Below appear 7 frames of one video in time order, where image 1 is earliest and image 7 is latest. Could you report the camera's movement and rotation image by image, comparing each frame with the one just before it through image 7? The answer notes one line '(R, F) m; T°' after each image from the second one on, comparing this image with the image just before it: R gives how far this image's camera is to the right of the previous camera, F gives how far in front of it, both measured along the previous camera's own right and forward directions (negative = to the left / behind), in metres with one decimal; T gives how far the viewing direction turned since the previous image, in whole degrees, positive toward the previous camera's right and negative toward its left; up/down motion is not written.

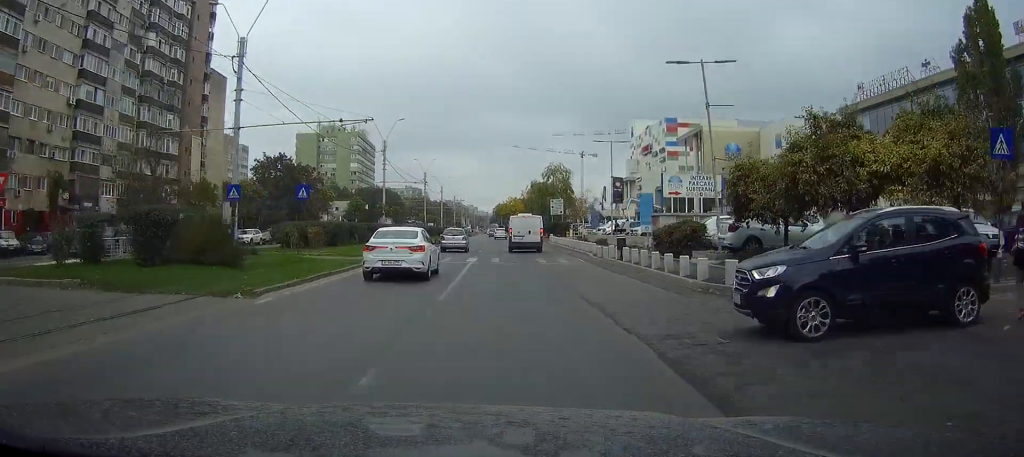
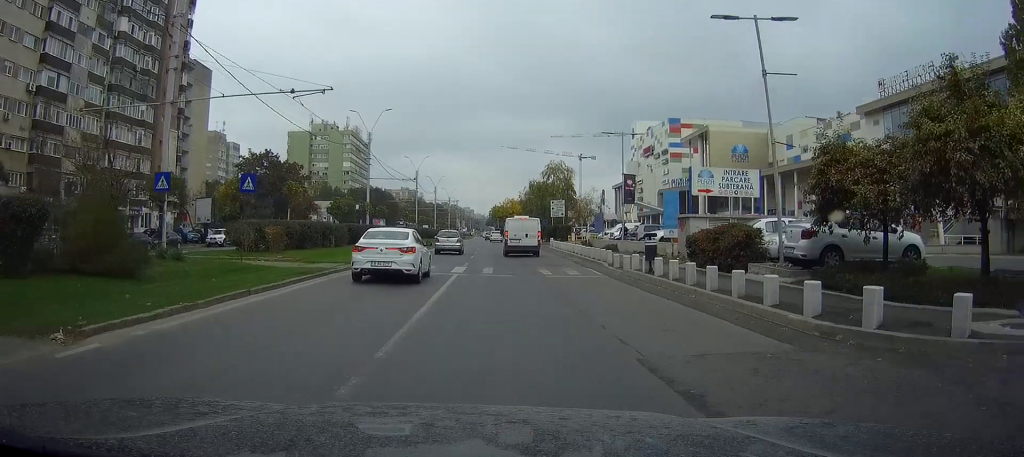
(0.0, +6.3) m; 0°
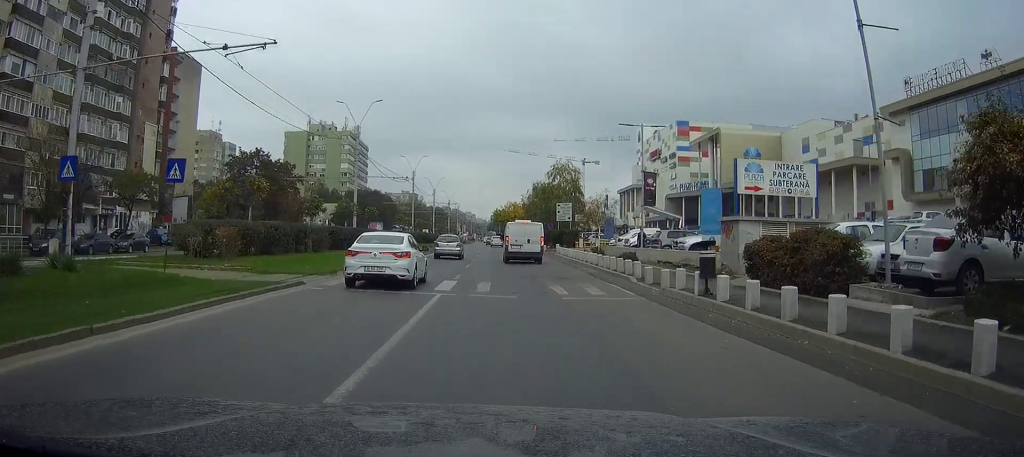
(0.0, +6.0) m; 0°
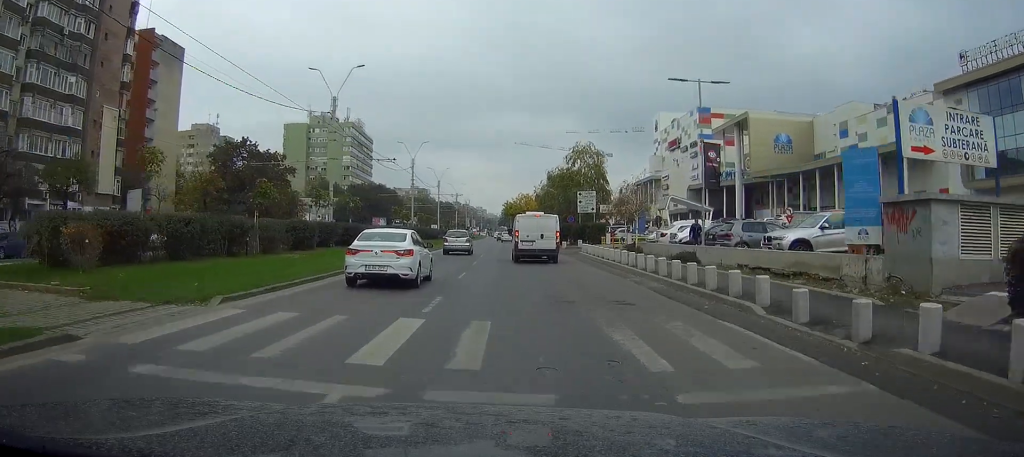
(0.0, +10.8) m; -1°
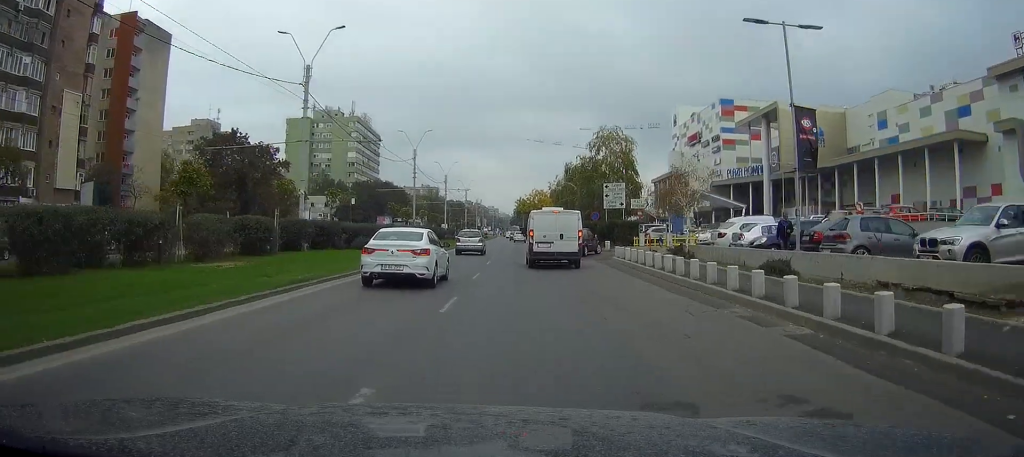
(-0.1, +9.1) m; 0°
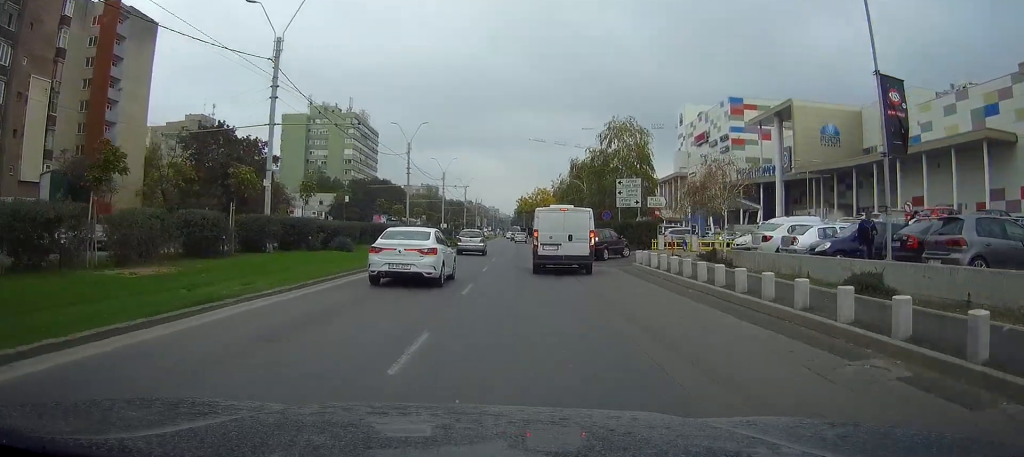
(0.0, +5.6) m; 0°
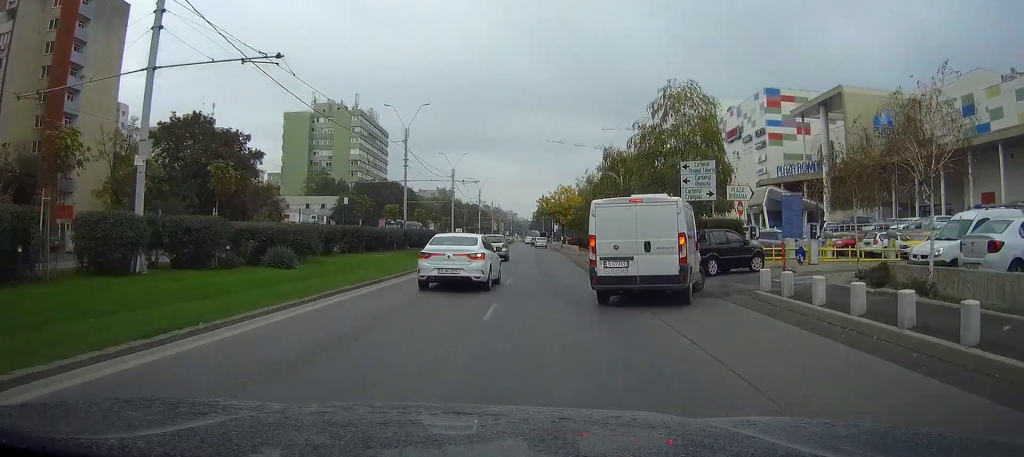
(0.0, +12.9) m; 0°
